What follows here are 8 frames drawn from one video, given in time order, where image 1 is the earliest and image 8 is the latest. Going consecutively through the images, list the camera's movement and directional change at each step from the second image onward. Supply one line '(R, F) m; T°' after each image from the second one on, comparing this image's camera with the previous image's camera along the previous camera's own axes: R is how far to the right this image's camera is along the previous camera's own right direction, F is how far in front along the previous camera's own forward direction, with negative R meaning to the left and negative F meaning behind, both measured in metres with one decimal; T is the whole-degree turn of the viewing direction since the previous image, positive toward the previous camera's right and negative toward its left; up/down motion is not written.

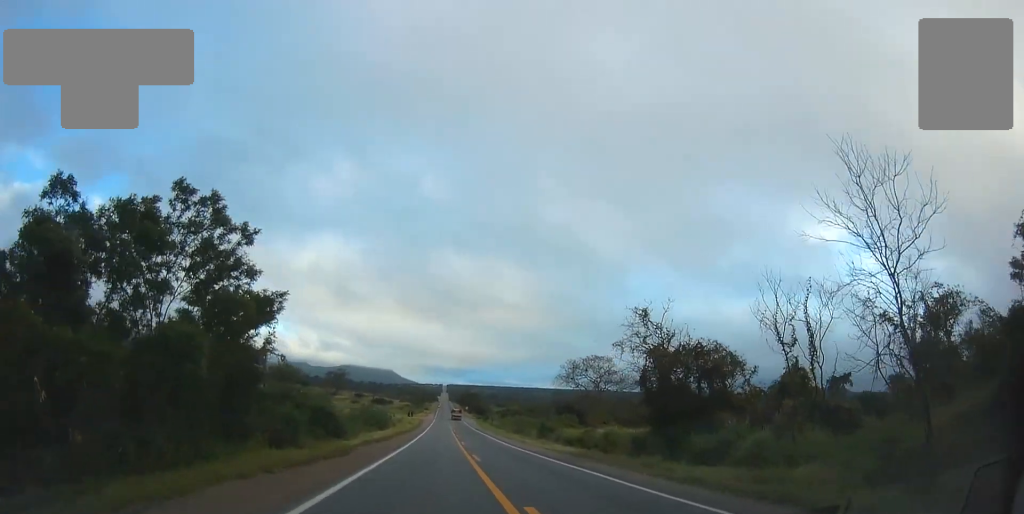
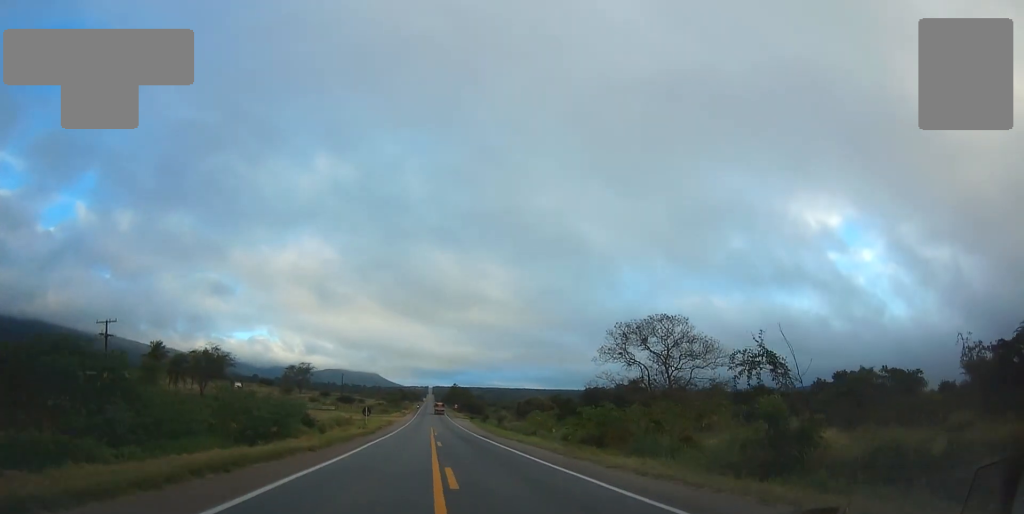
(-0.1, +40.7) m; 0°
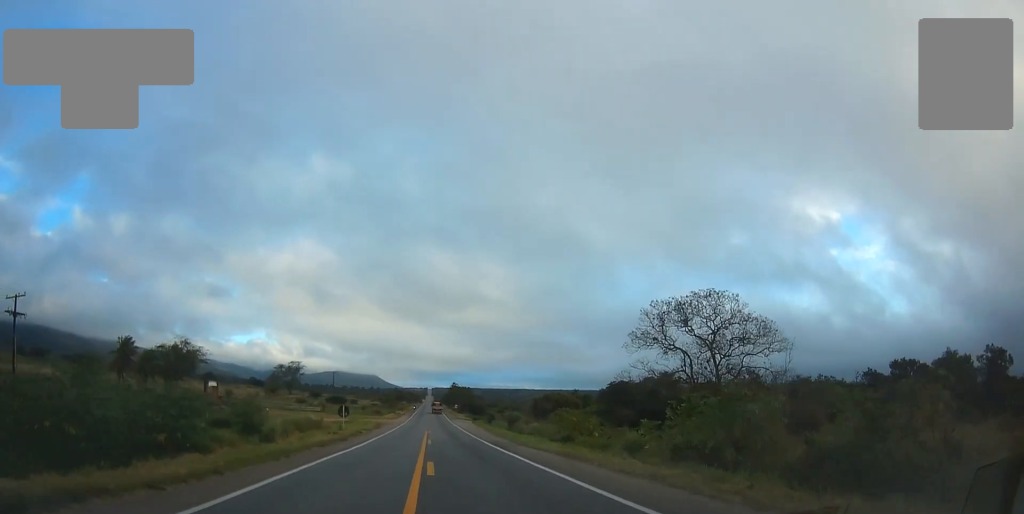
(+0.2, +13.3) m; 0°
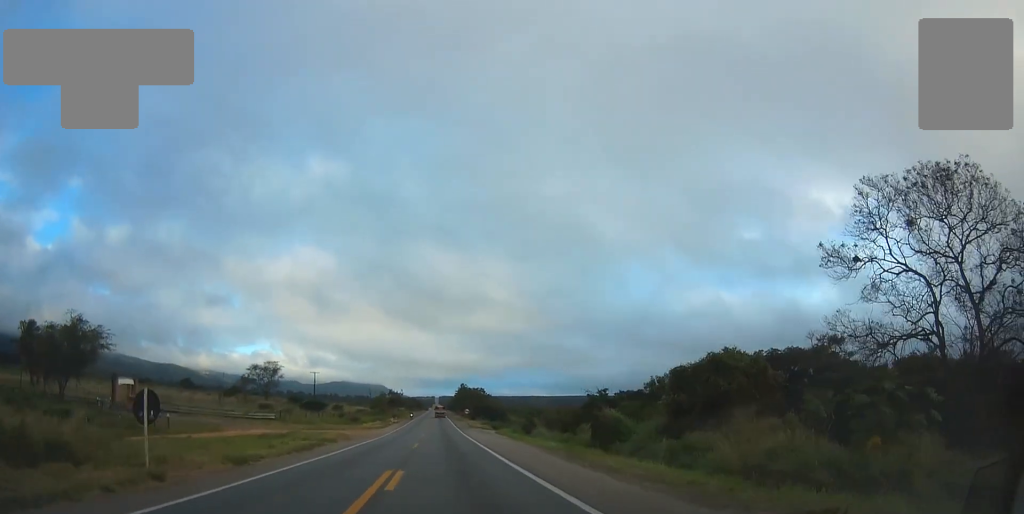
(-0.3, +34.2) m; +1°
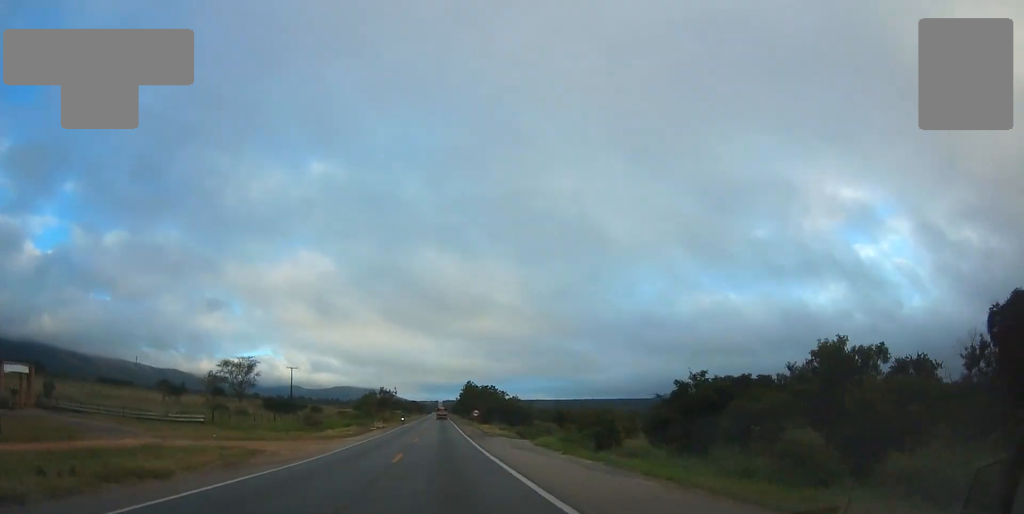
(+0.5, +25.0) m; +2°
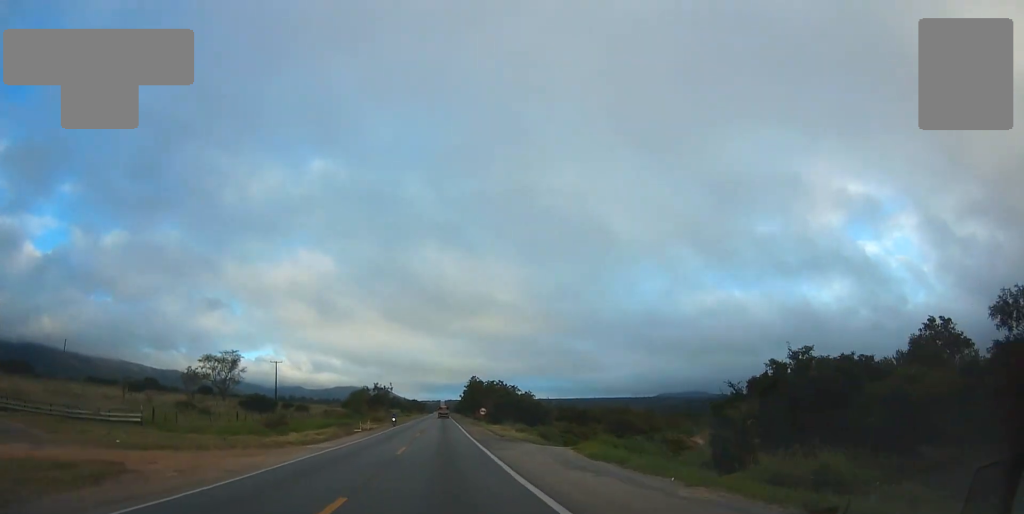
(+0.1, +13.0) m; 0°
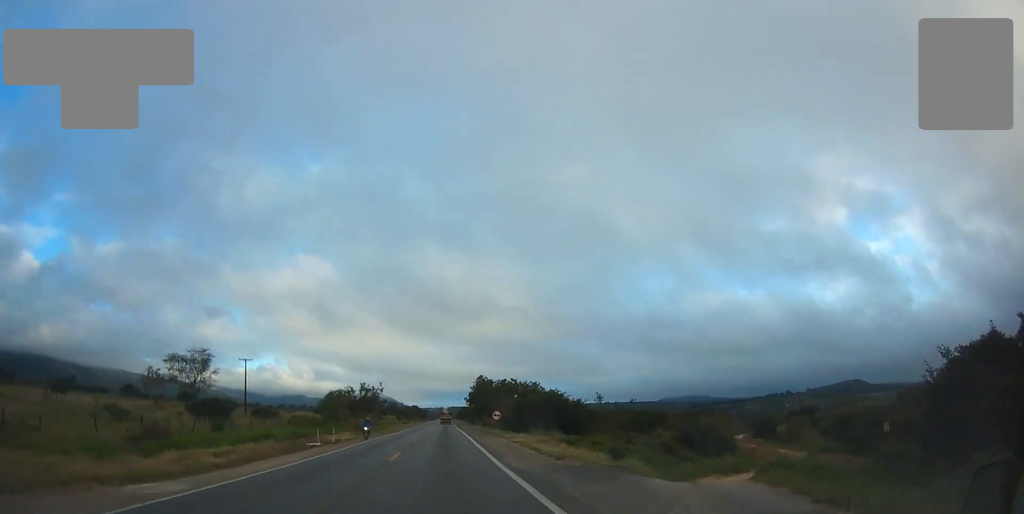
(+0.2, +18.6) m; 0°
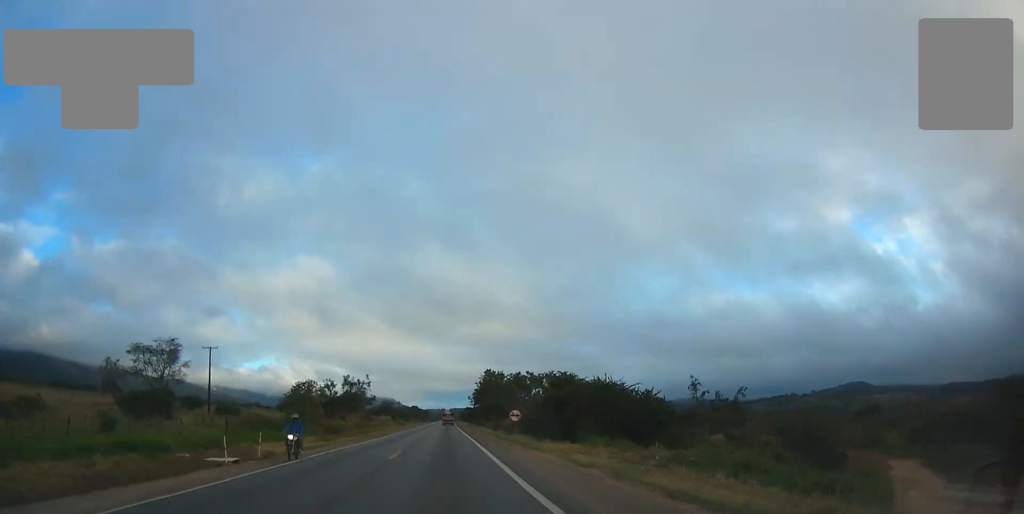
(-0.2, +15.7) m; 0°
